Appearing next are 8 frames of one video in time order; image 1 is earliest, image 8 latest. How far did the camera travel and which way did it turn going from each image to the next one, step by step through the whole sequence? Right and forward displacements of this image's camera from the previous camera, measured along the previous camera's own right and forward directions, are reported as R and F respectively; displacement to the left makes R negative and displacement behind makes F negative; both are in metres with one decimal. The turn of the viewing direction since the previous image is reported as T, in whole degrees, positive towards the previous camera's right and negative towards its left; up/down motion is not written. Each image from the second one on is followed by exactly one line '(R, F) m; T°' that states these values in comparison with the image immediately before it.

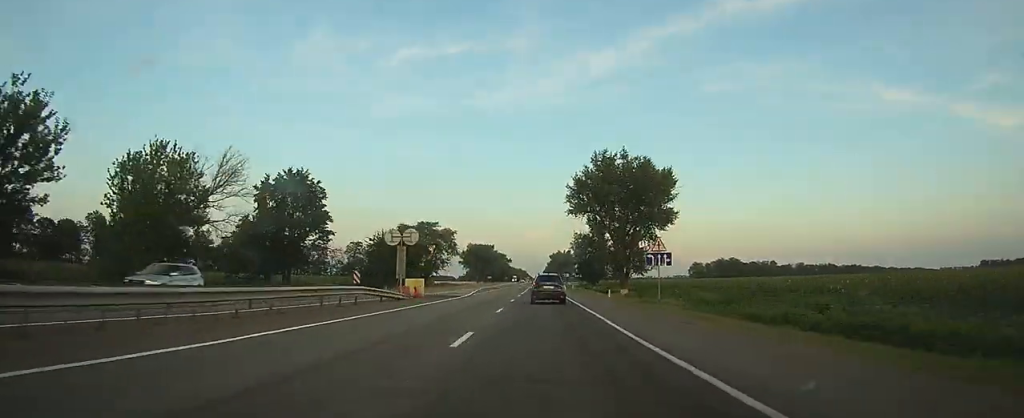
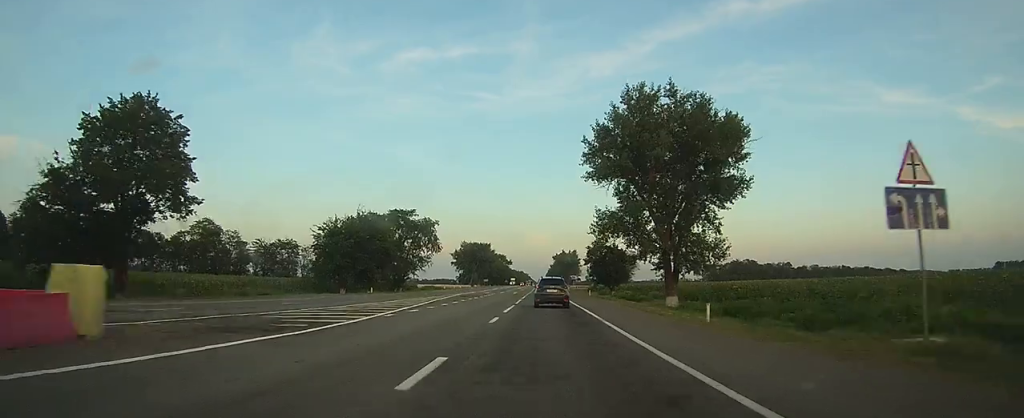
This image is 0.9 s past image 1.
(0.0, +28.1) m; 0°
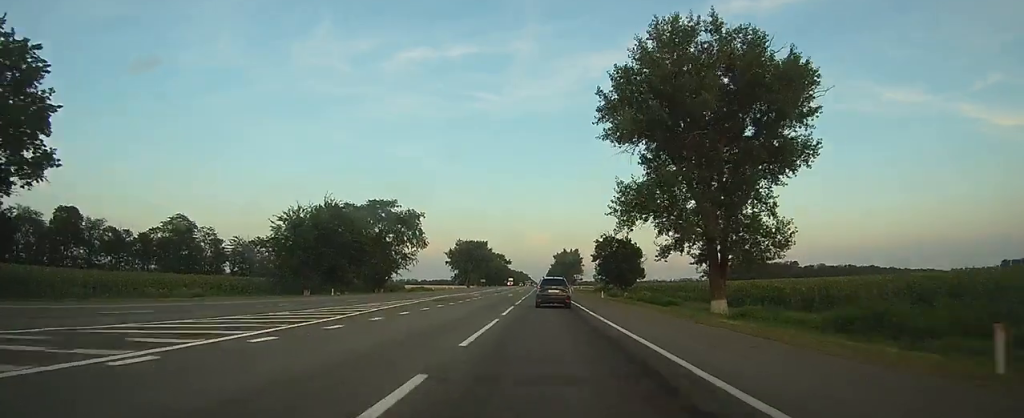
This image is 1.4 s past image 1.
(0.0, +14.1) m; 0°
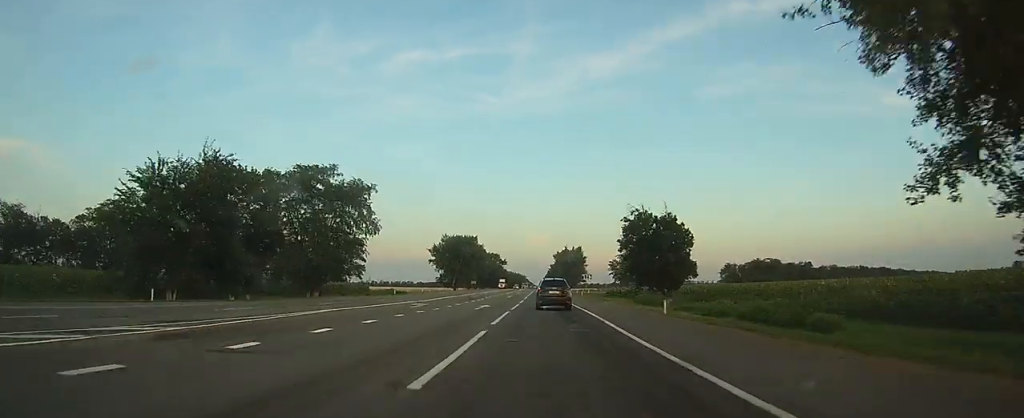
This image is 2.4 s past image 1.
(0.0, +28.9) m; 0°
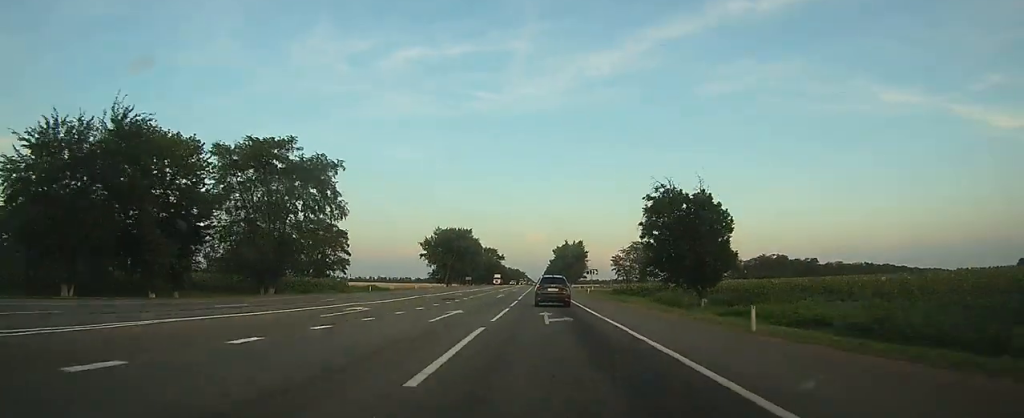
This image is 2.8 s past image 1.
(0.0, +12.0) m; 0°
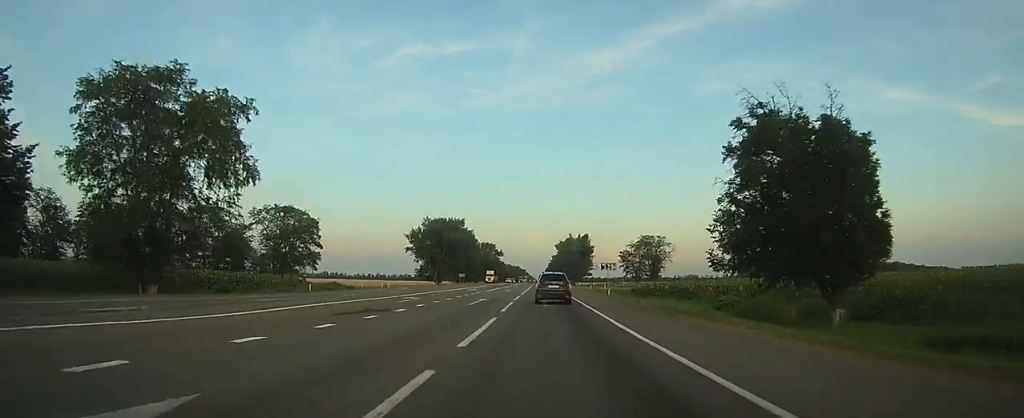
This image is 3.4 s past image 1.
(0.0, +19.9) m; 0°
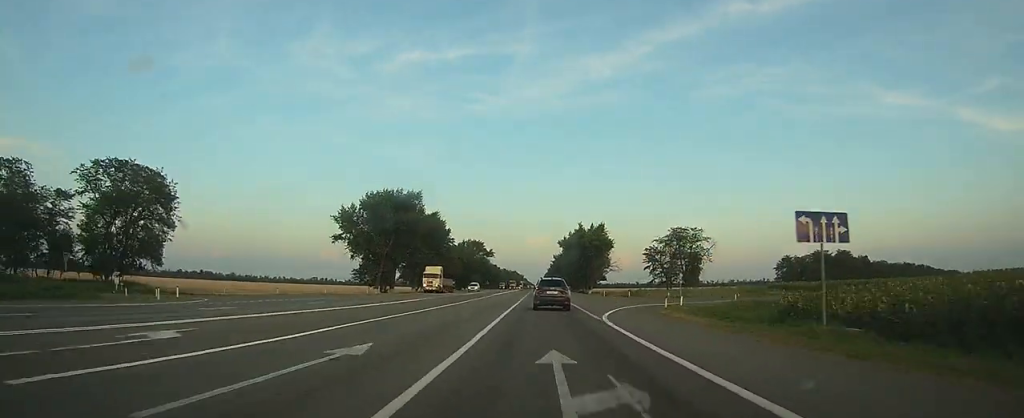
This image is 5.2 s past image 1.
(+0.1, +53.3) m; 0°
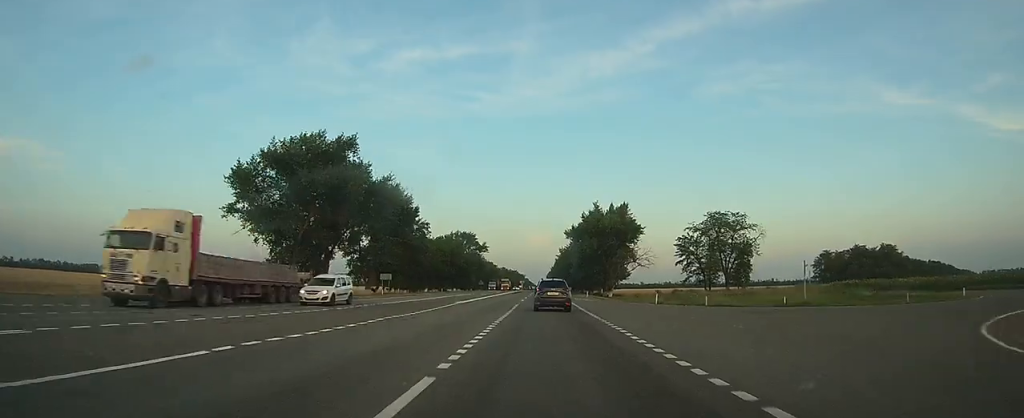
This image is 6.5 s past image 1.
(-0.1, +36.3) m; 0°
